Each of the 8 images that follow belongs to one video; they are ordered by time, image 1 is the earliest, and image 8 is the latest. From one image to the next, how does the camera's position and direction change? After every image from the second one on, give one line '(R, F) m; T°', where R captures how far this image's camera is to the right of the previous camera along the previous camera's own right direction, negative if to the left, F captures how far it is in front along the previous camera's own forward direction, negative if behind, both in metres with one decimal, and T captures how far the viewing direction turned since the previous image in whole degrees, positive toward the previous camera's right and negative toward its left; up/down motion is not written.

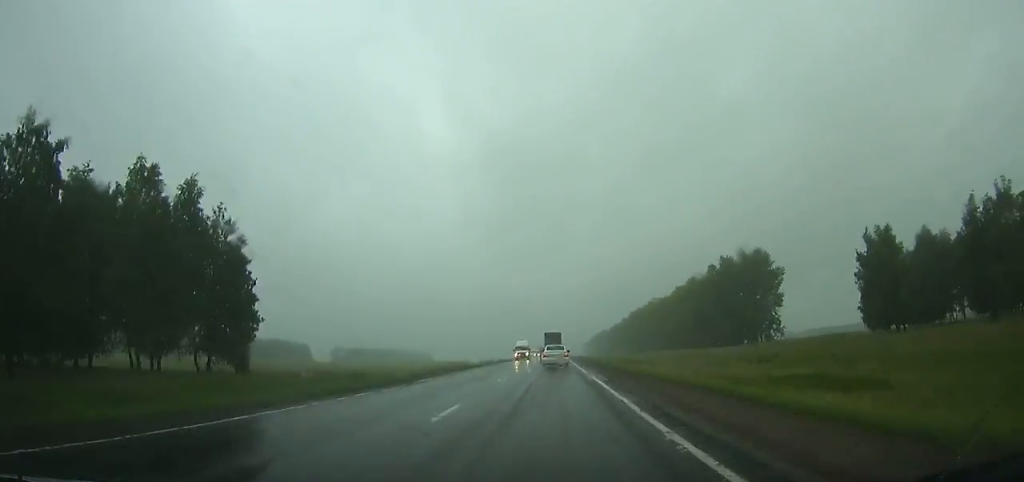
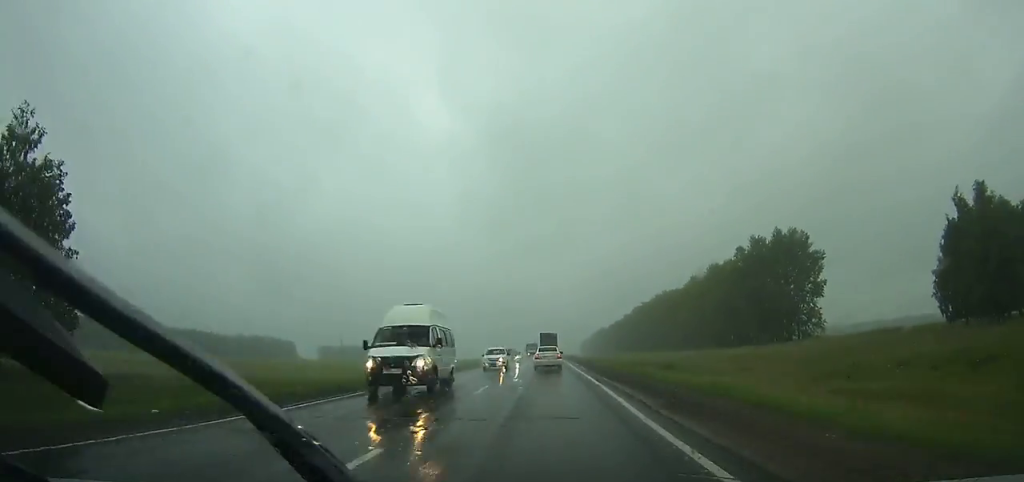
(-0.1, +28.6) m; 0°
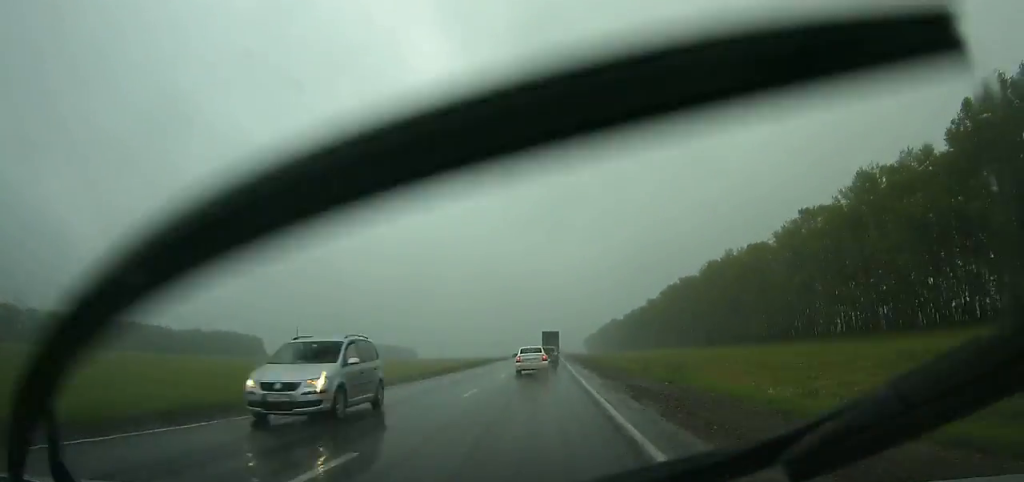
(+0.5, +83.8) m; 0°
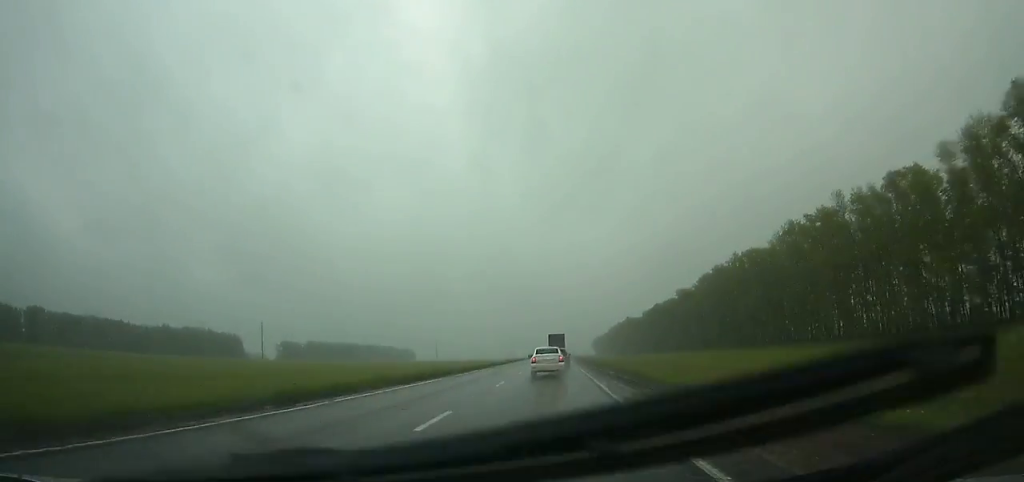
(-0.2, +57.0) m; 0°
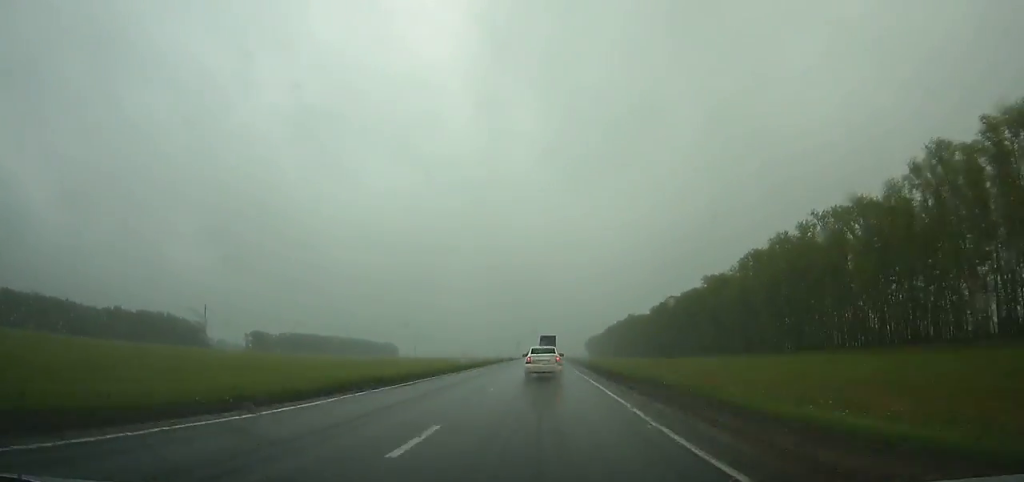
(-0.1, +49.2) m; 0°
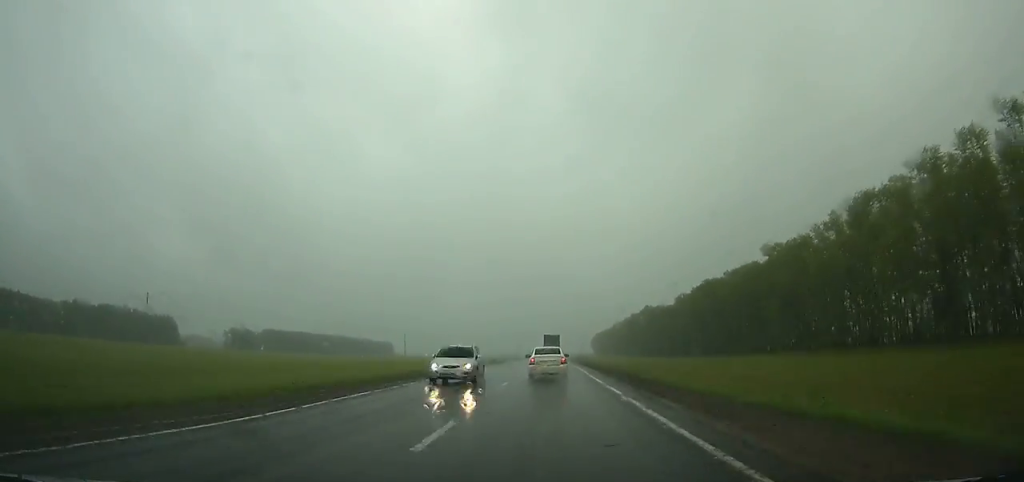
(+0.1, +46.1) m; 0°
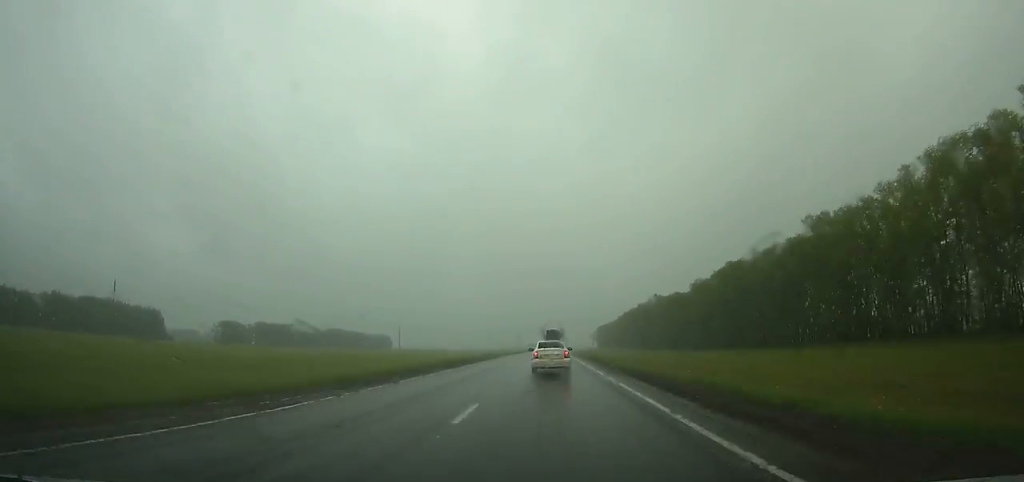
(0.0, +22.3) m; 0°
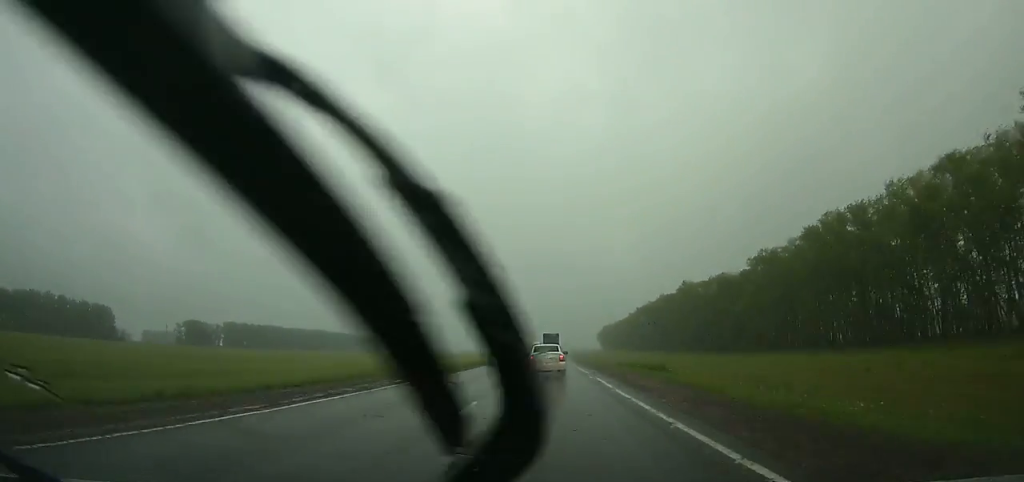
(0.0, +58.3) m; 0°
